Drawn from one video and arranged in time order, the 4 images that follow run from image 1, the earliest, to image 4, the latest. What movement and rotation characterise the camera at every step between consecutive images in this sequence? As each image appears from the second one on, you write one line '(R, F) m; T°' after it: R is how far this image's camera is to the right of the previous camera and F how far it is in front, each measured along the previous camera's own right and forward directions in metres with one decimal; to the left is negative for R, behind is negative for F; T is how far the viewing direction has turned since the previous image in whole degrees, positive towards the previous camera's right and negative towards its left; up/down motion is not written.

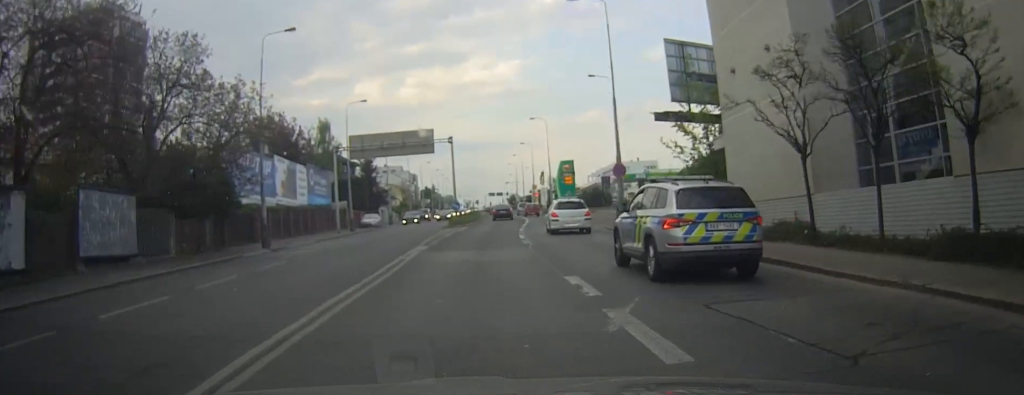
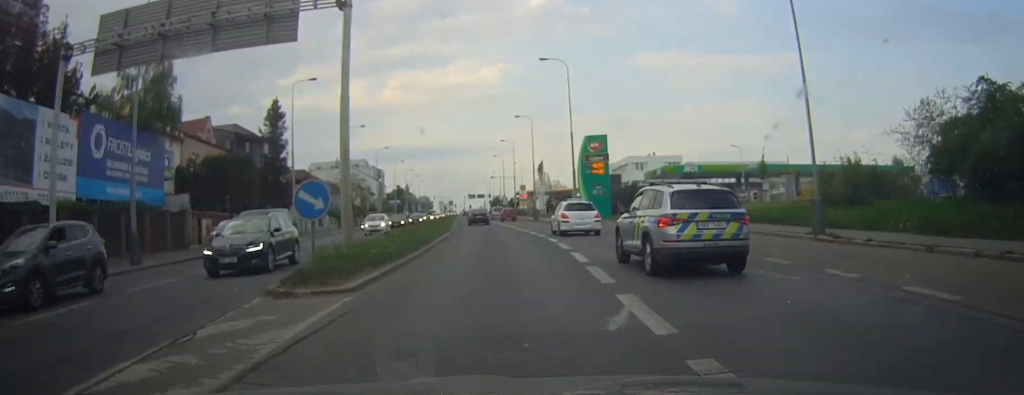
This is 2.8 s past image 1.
(0.0, +37.8) m; 0°
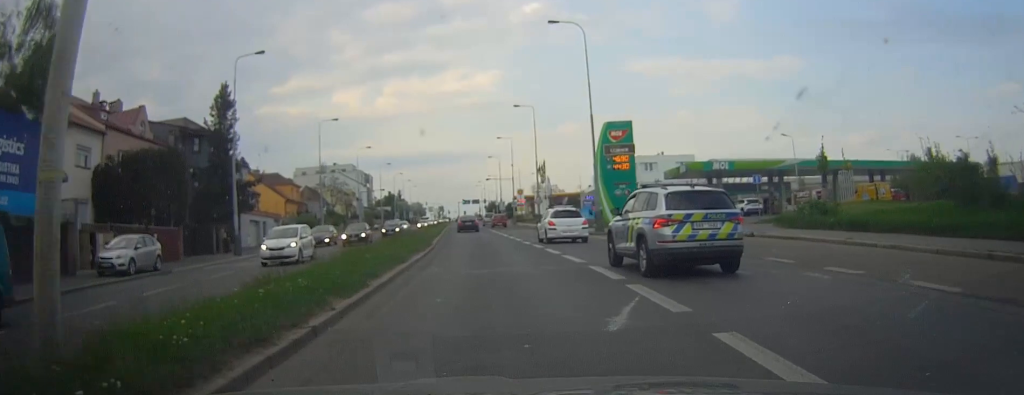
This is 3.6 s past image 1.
(0.0, +11.2) m; -1°
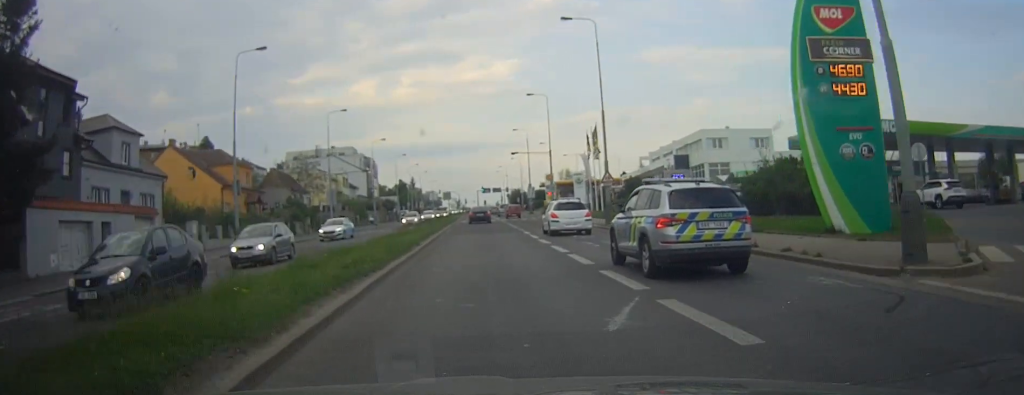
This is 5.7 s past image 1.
(-0.5, +27.9) m; -1°
